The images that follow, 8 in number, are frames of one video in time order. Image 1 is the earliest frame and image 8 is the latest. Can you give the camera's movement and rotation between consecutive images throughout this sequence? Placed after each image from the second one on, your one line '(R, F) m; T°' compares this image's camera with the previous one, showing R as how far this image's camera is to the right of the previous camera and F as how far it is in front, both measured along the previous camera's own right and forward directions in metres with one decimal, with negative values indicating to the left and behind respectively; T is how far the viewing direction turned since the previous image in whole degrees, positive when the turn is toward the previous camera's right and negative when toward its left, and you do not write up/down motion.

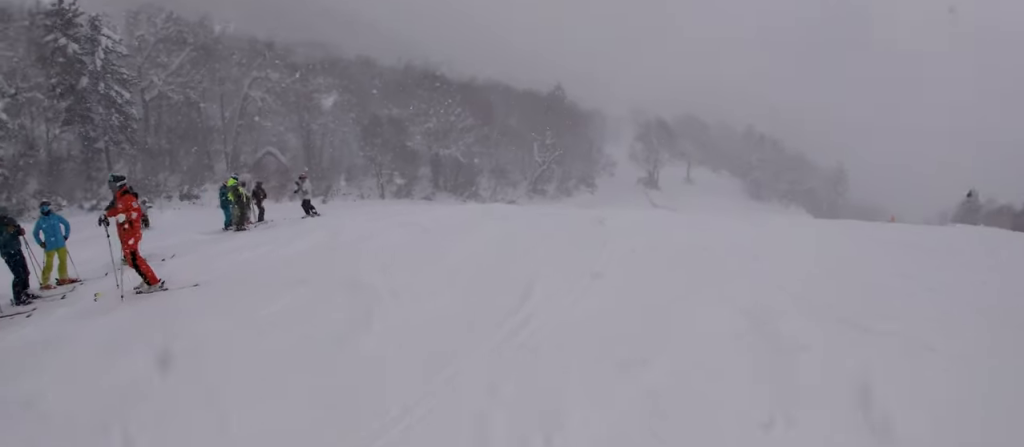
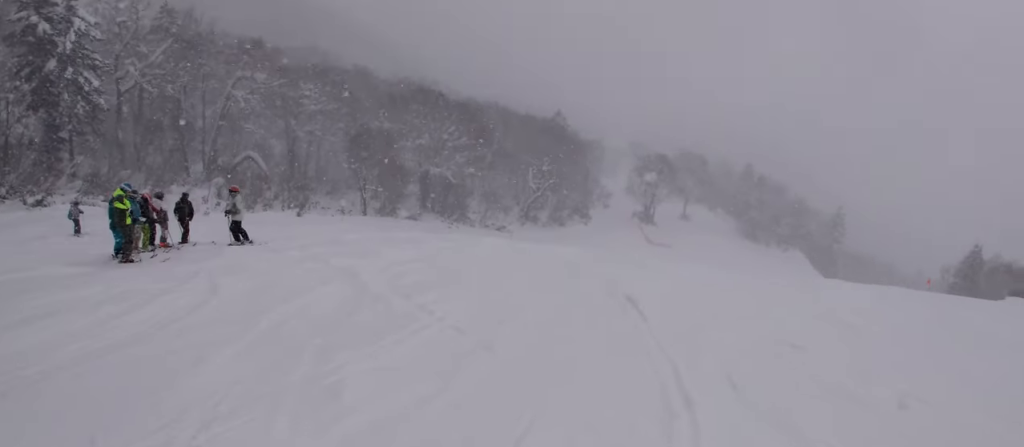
(-0.8, +5.3) m; -6°
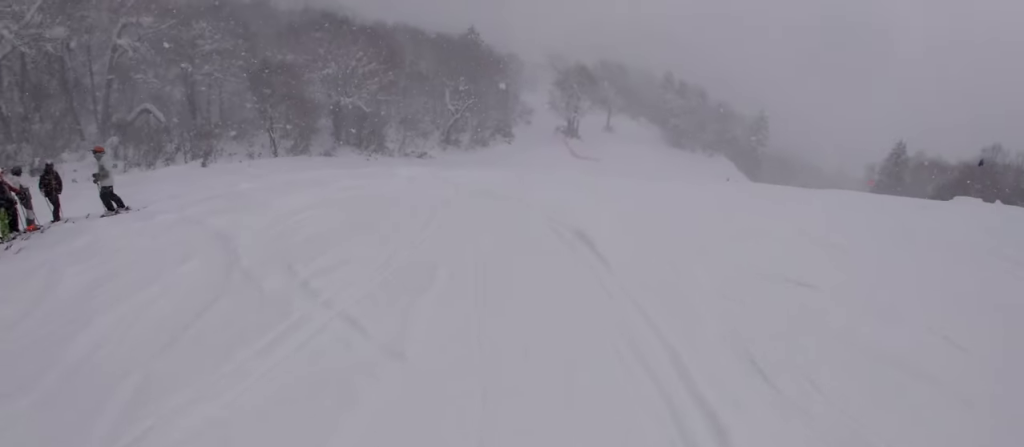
(-0.1, +1.8) m; +6°
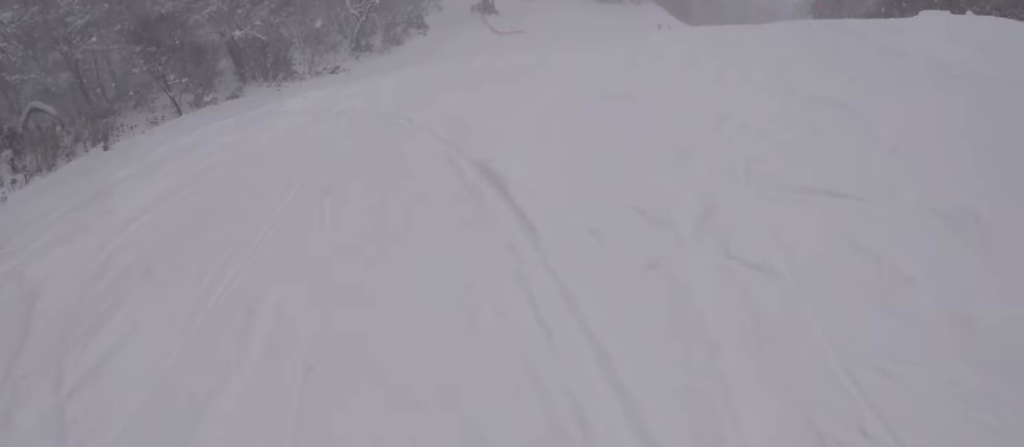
(-0.1, +2.4) m; +6°
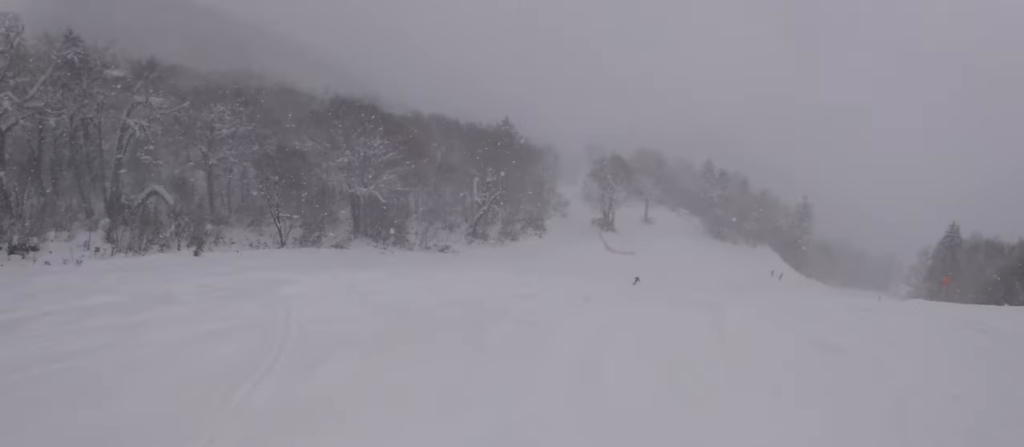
(+1.1, +3.8) m; -5°
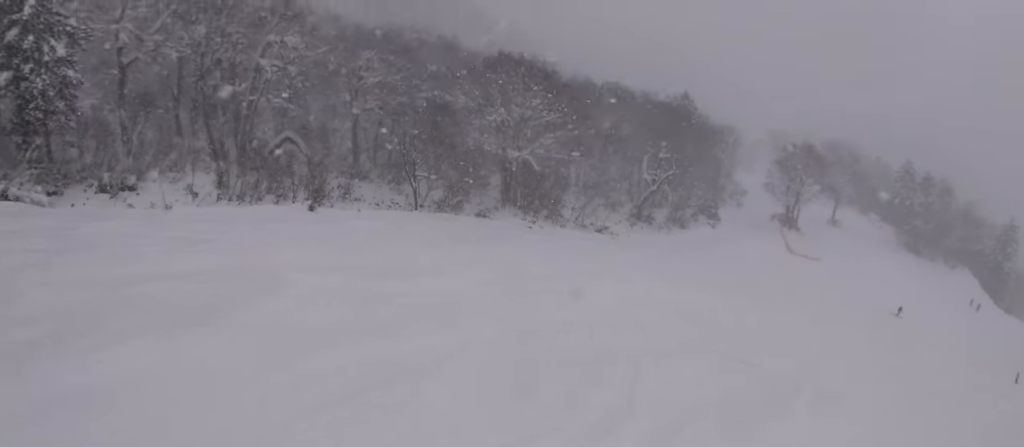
(-3.4, +7.7) m; -18°
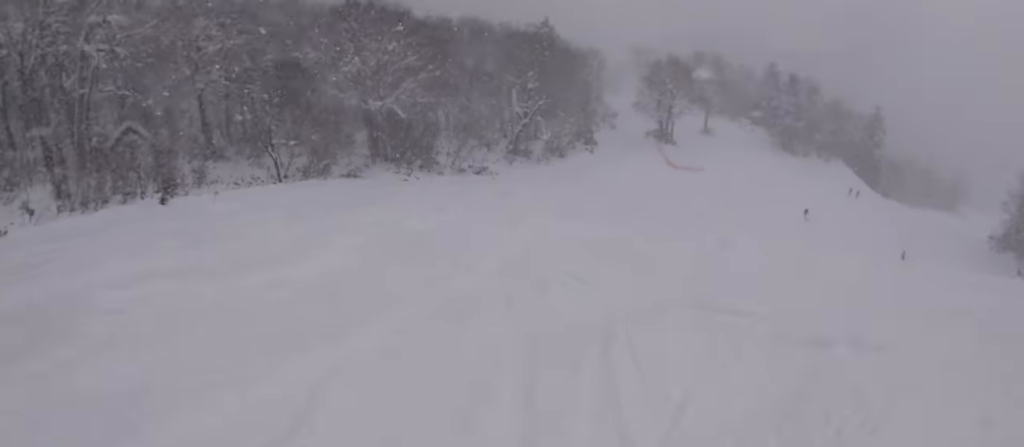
(+0.2, +1.9) m; +9°
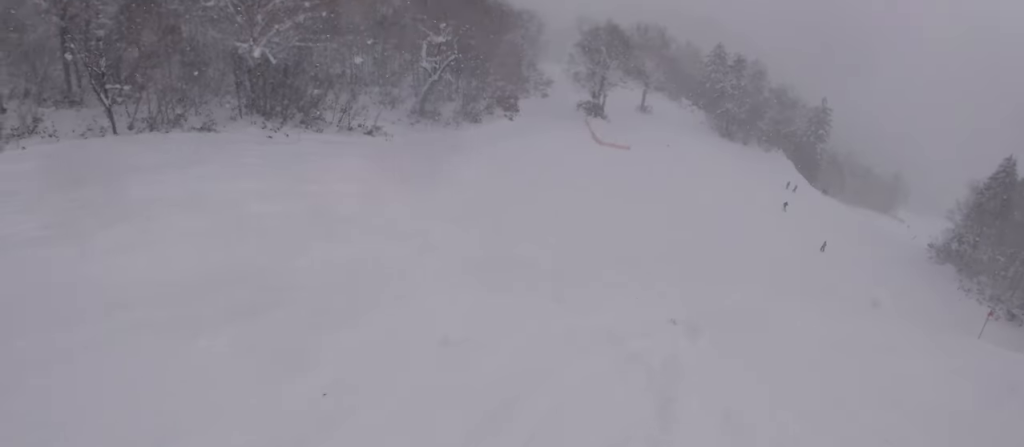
(+1.7, +7.7) m; +1°
